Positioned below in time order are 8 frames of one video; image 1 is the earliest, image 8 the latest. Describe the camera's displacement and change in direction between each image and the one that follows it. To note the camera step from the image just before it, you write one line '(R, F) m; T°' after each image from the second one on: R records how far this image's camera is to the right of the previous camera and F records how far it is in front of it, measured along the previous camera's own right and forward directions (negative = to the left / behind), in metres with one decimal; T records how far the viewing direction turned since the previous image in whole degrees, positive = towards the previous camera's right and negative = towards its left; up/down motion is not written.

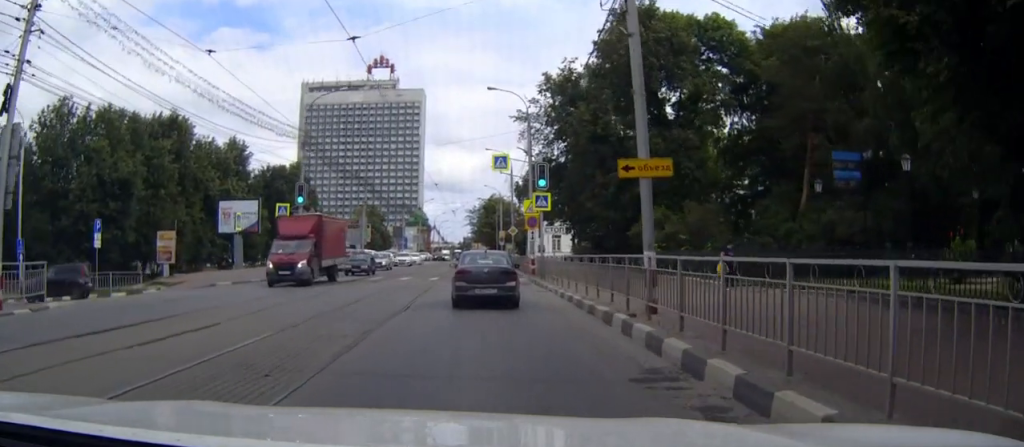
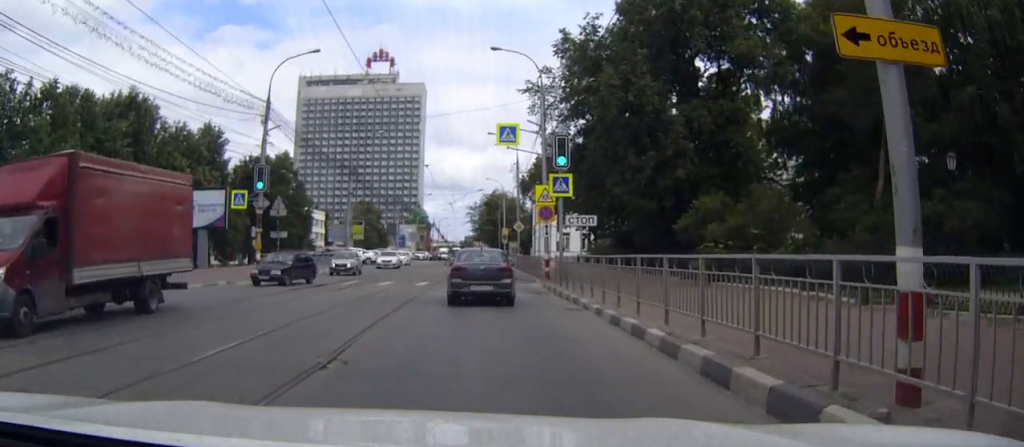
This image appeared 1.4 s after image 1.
(+0.6, +9.0) m; +5°
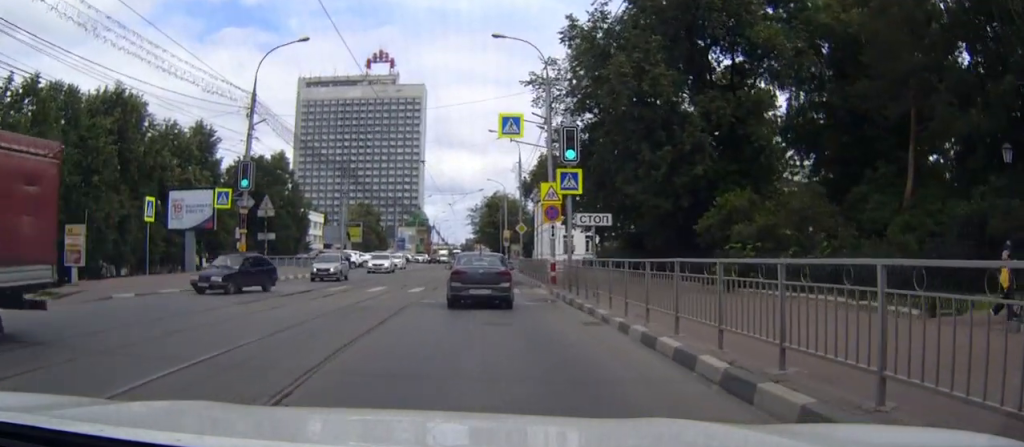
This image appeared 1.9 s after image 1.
(0.0, +2.8) m; 0°
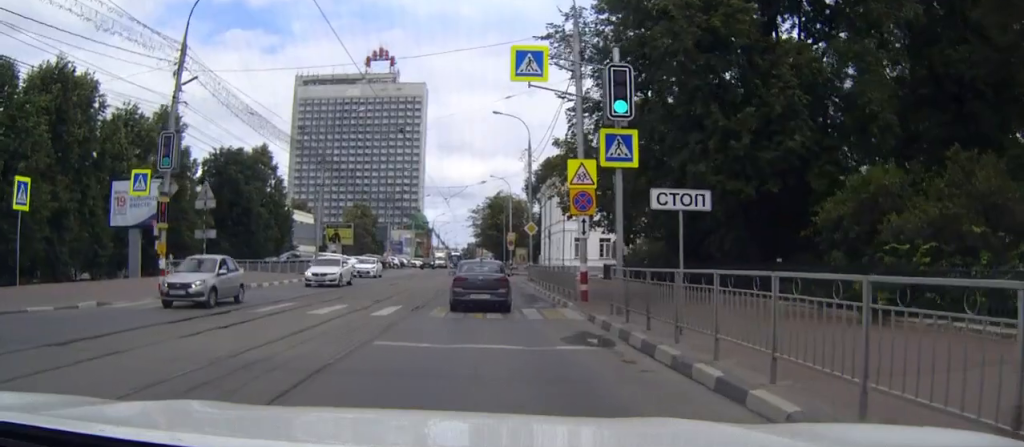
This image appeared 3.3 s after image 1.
(0.0, +9.8) m; 0°
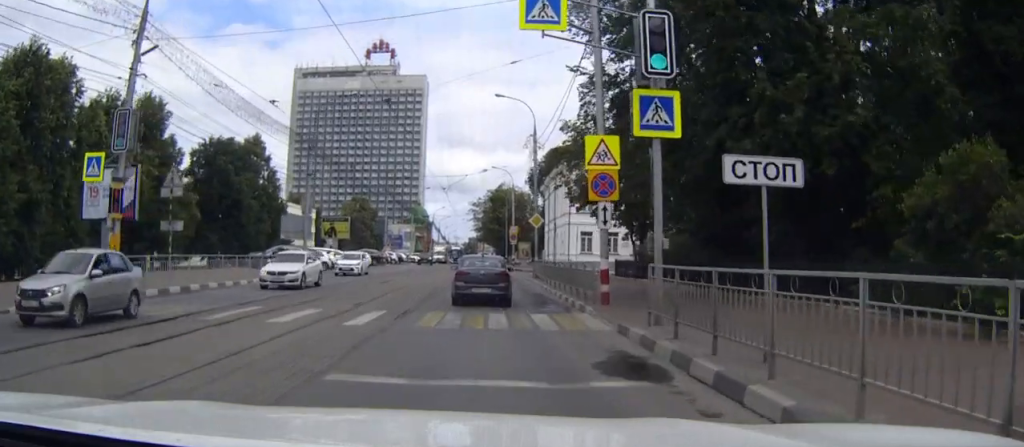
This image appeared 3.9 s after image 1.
(0.0, +3.7) m; 0°
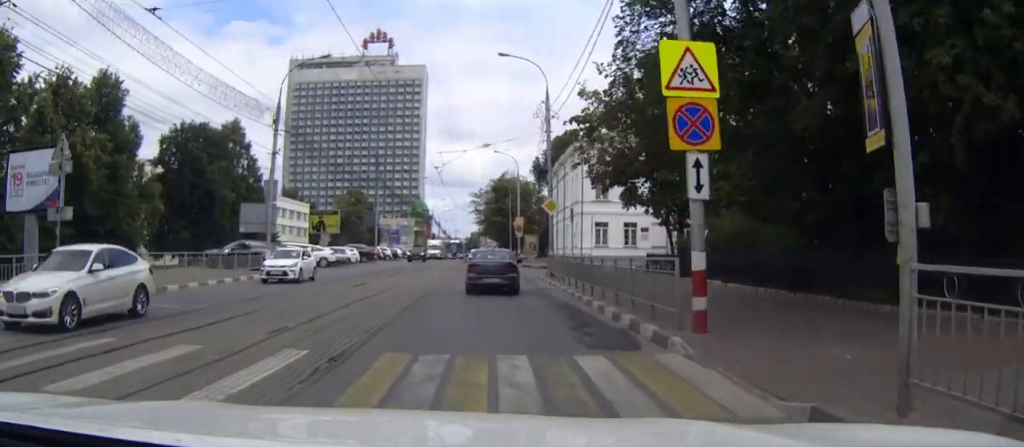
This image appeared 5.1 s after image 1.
(0.0, +8.6) m; 0°
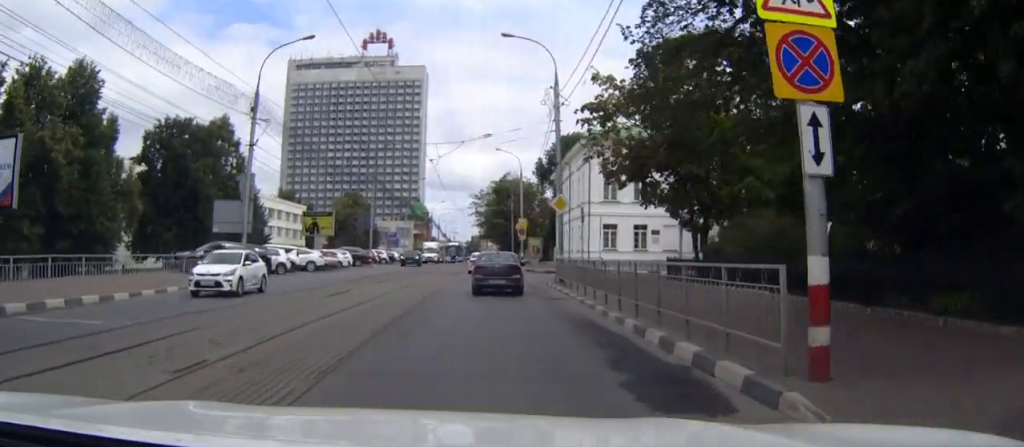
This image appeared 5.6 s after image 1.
(0.0, +4.1) m; 0°
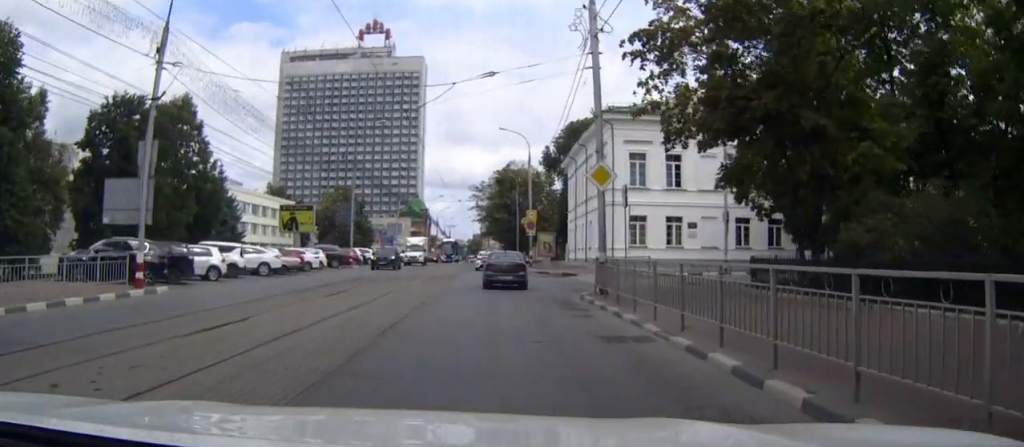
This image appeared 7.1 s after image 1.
(-0.2, +10.7) m; -2°
